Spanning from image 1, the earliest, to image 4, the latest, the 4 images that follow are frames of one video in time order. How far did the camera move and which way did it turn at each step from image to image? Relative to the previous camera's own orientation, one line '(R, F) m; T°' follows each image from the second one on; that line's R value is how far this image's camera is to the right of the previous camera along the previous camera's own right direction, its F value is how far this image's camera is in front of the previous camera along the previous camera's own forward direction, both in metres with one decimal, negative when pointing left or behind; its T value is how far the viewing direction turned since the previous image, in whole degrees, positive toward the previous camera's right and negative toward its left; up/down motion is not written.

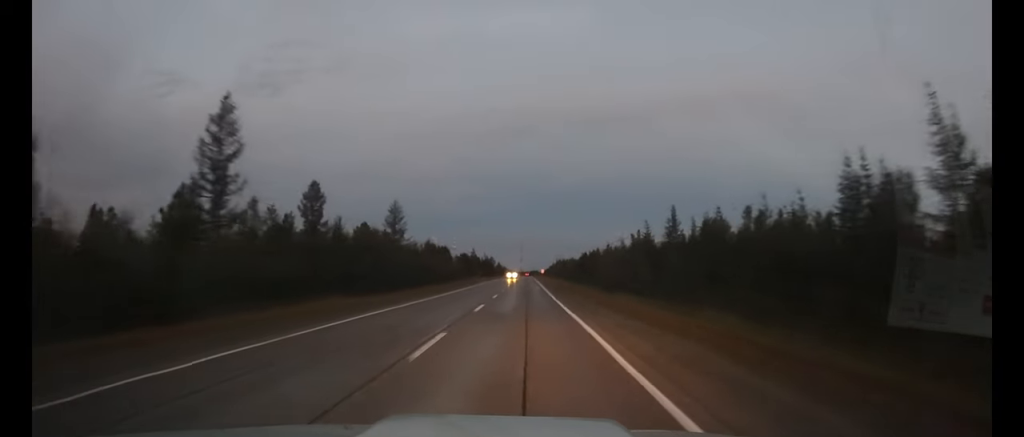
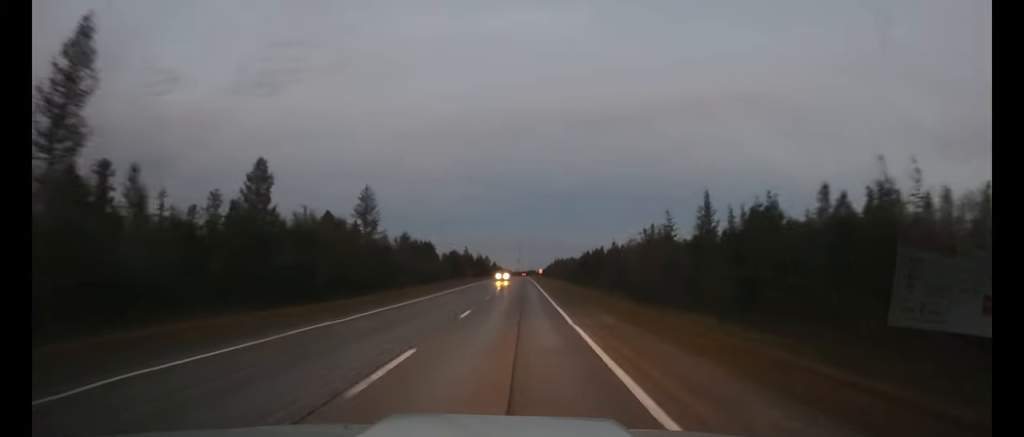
(0.0, +14.8) m; 0°
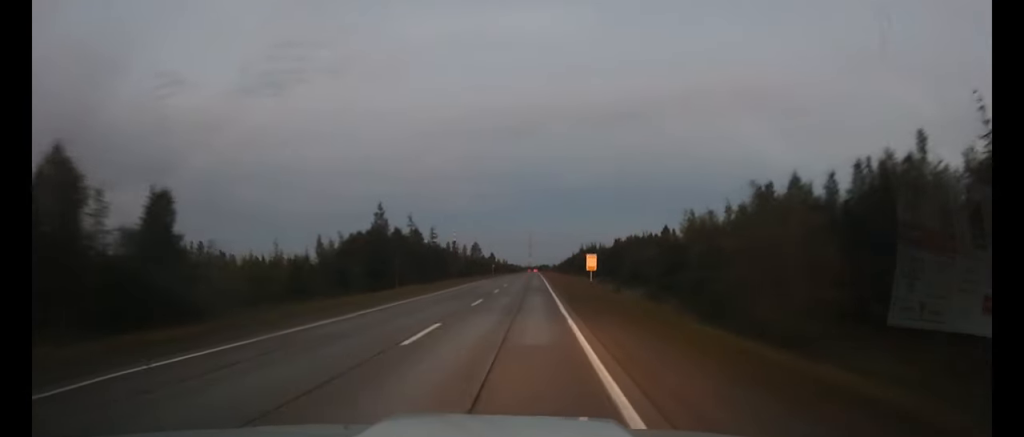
(0.0, +116.5) m; -1°
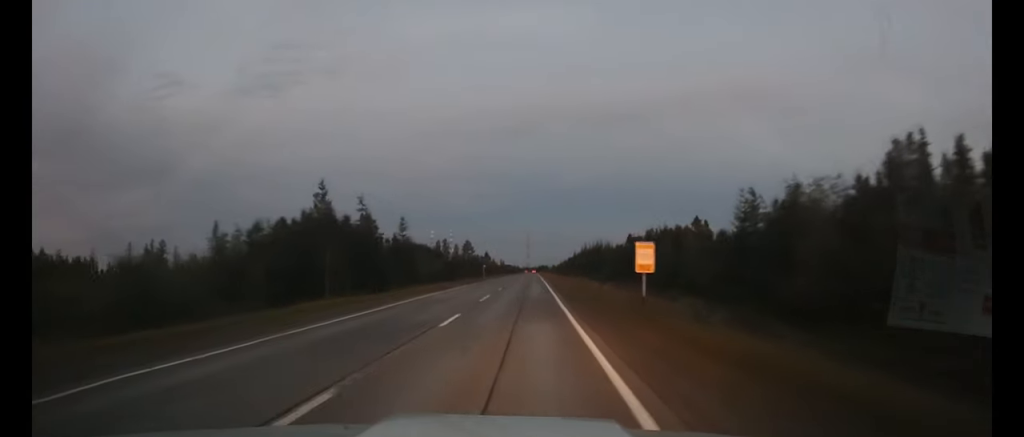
(-0.1, +20.4) m; 0°
